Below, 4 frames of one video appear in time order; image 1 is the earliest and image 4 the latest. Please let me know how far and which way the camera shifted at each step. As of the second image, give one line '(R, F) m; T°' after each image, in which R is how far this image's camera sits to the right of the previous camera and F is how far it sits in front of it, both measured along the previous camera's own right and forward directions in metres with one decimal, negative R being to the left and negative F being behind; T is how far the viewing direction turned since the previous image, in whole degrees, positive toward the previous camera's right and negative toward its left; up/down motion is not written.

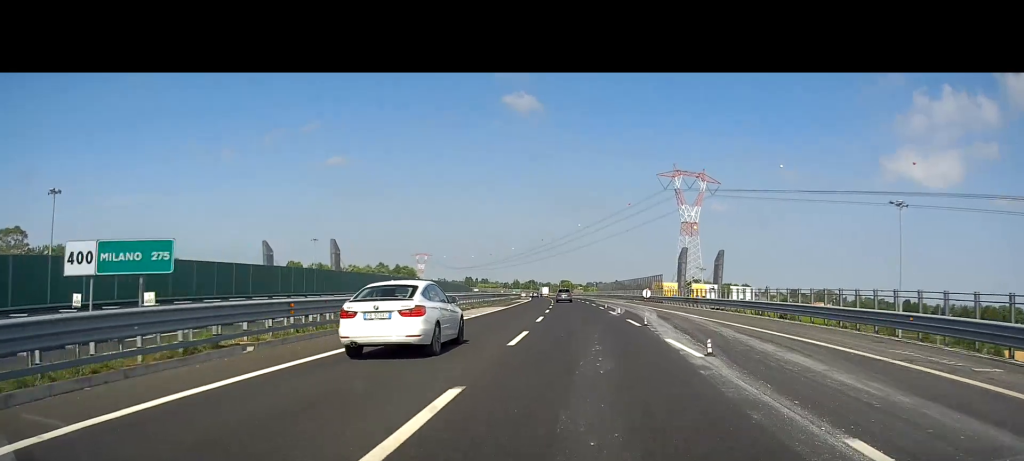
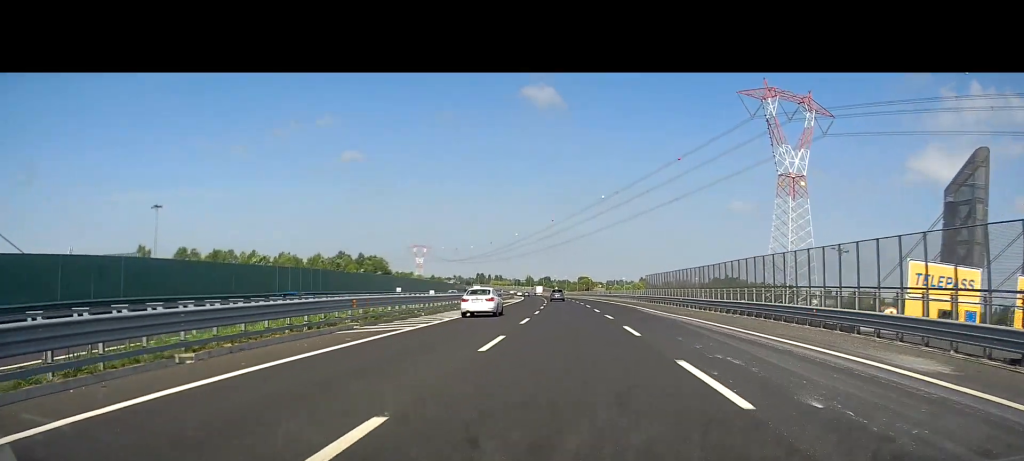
(-2.3, +74.3) m; -2°
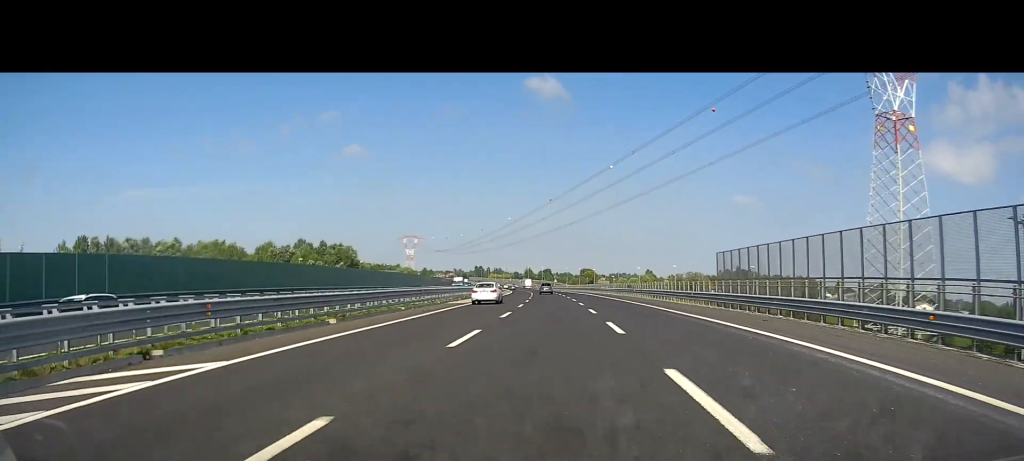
(+0.7, +36.7) m; +1°
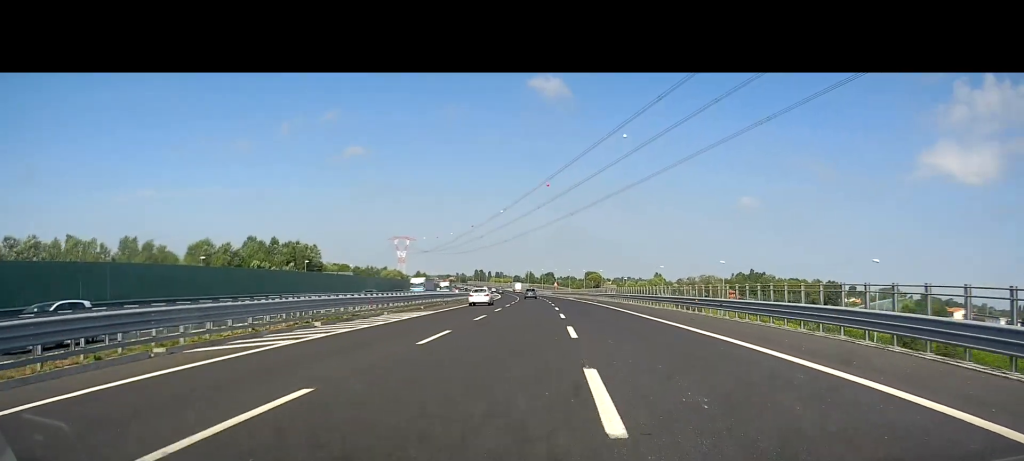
(-0.5, +34.8) m; -2°
